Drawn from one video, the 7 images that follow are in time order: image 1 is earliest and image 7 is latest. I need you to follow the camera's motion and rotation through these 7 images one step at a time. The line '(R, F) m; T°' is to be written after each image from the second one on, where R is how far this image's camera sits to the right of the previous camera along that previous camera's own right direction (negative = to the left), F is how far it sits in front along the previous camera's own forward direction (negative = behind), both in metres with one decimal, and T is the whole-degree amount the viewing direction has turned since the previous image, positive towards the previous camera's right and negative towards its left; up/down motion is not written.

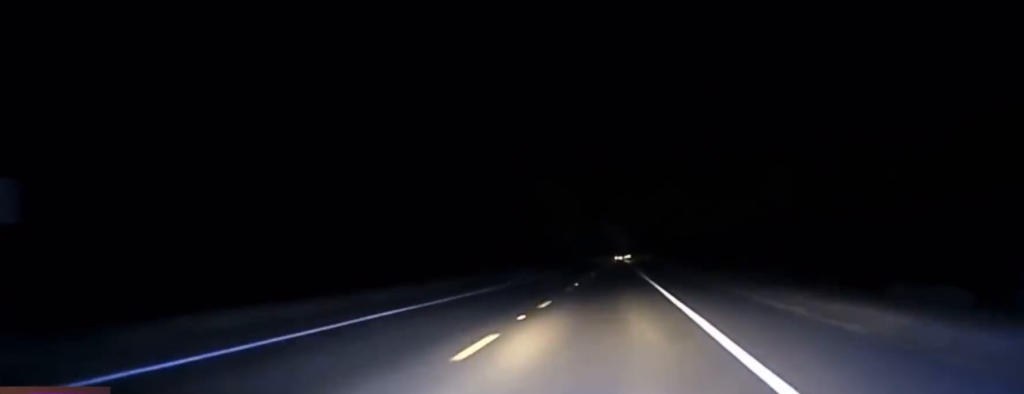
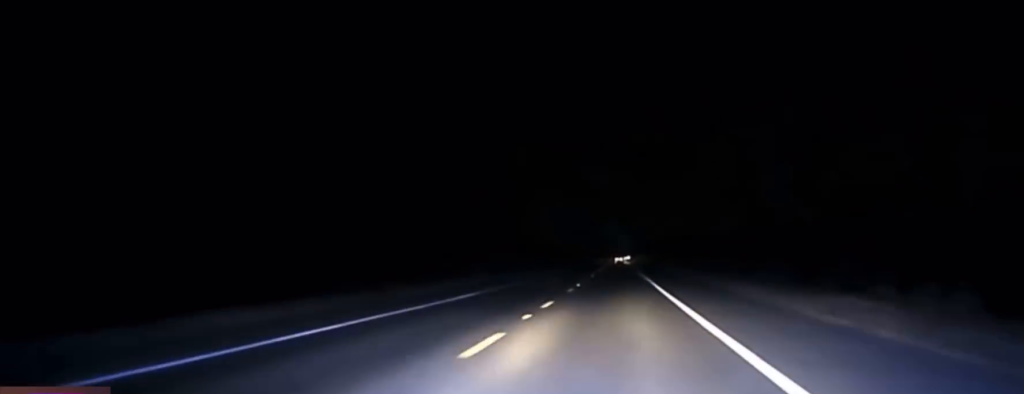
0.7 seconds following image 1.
(0.0, +26.3) m; 0°
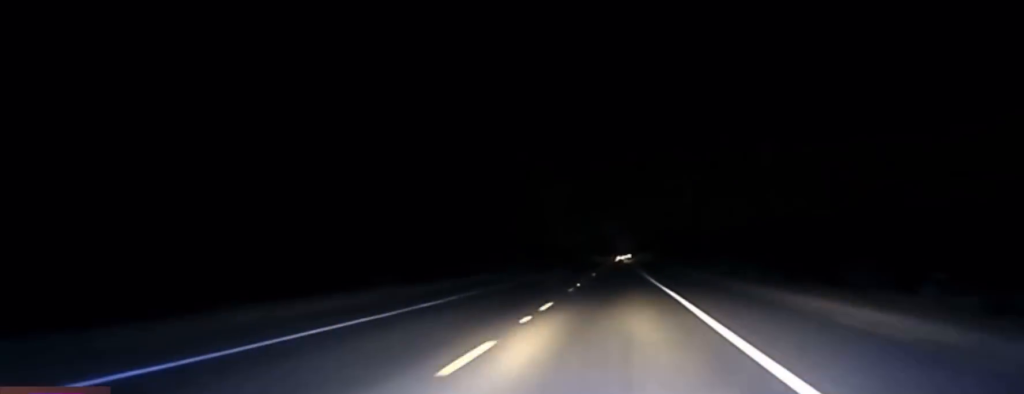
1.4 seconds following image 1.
(0.0, +25.2) m; 0°
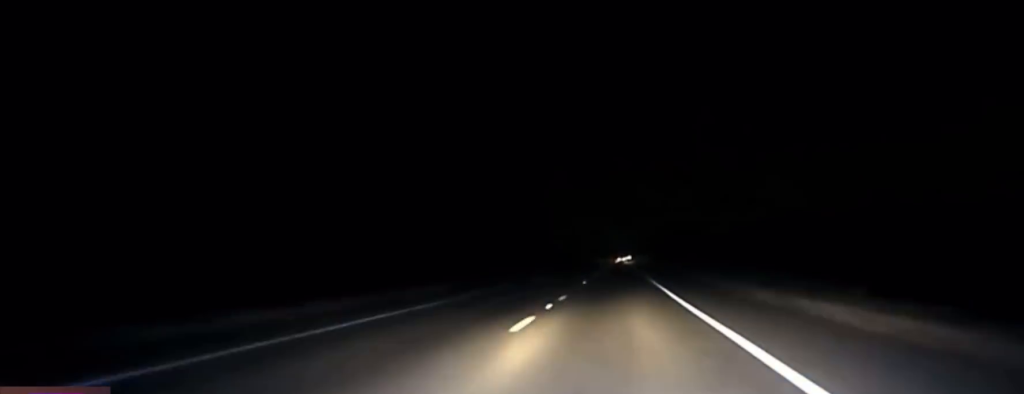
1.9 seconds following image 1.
(0.0, +17.5) m; 0°
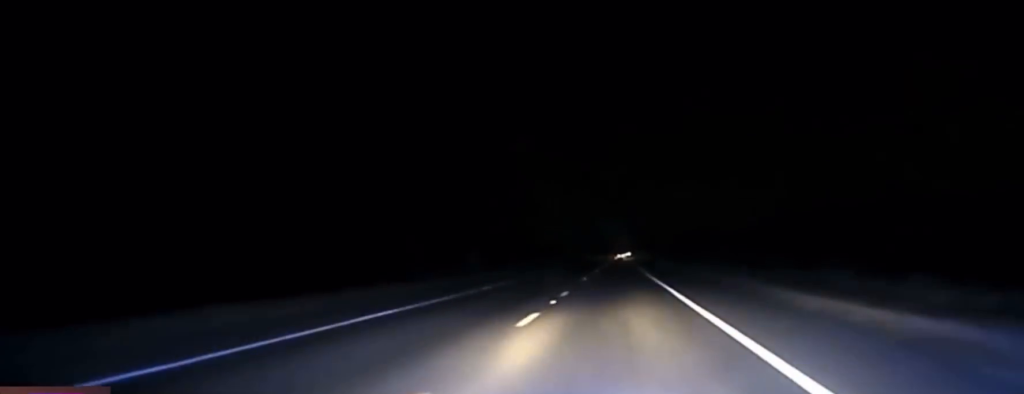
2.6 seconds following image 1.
(+0.1, +22.5) m; 0°
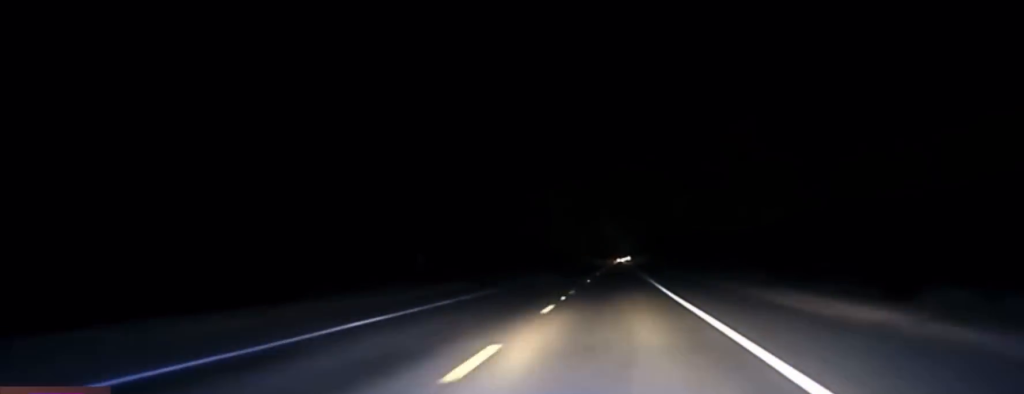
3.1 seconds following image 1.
(-0.1, +19.1) m; 0°
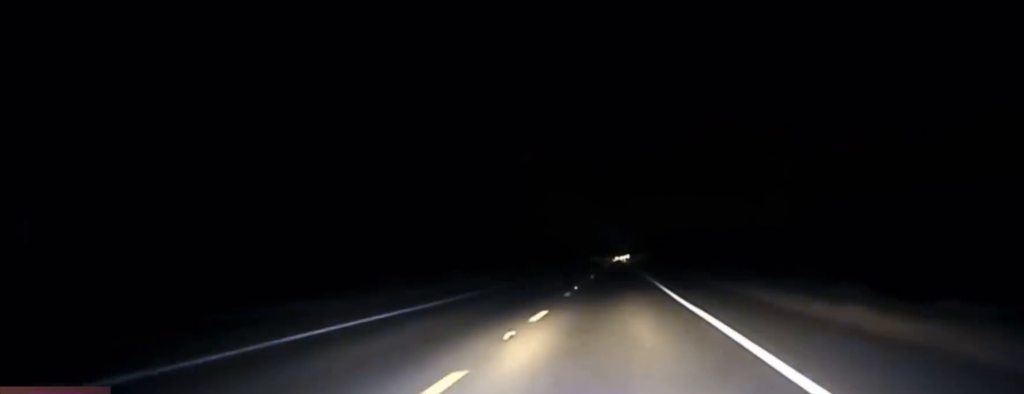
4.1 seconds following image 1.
(-0.1, +40.1) m; 0°
